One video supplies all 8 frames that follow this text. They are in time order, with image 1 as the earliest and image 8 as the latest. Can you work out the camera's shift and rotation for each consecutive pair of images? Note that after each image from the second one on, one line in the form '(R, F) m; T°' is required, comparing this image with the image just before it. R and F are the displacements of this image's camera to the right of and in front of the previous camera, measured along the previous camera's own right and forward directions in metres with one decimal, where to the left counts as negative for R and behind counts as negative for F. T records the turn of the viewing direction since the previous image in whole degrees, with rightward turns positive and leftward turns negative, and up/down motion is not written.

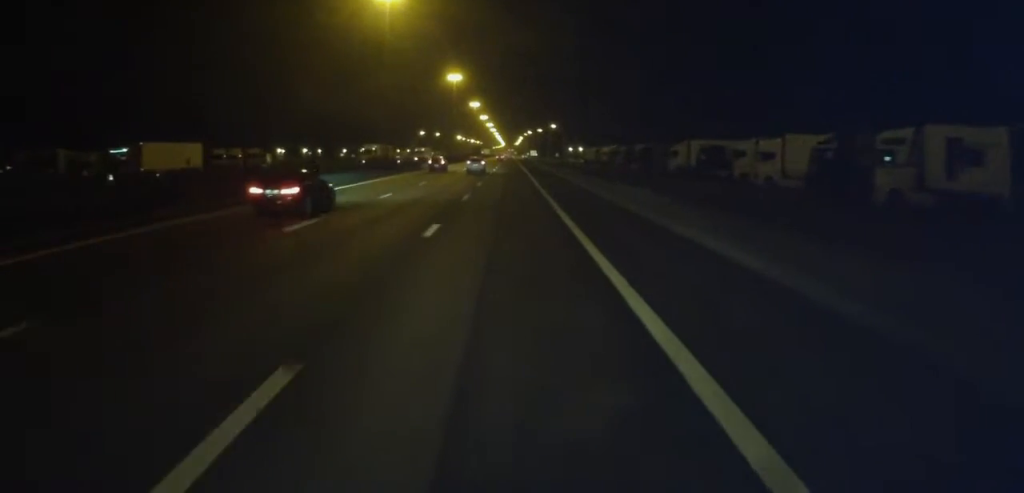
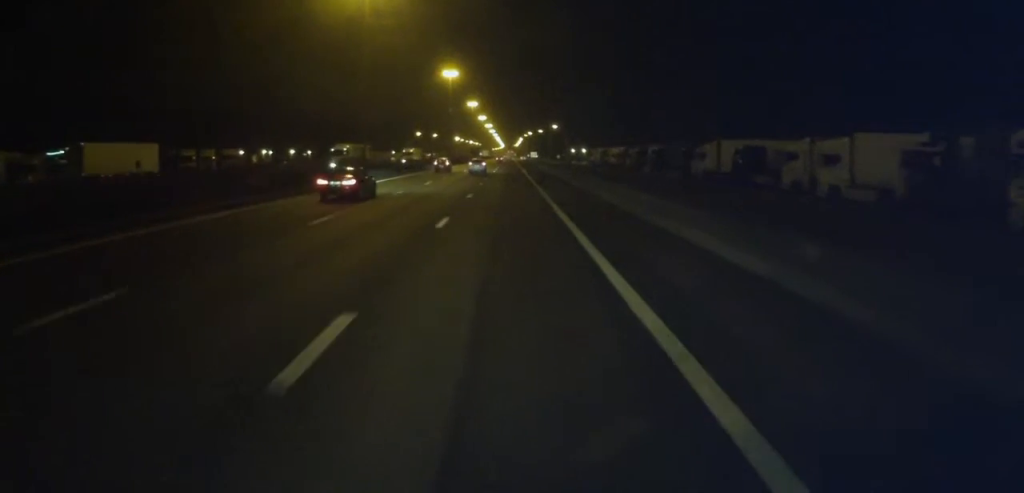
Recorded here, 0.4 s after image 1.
(+0.2, +10.2) m; 0°
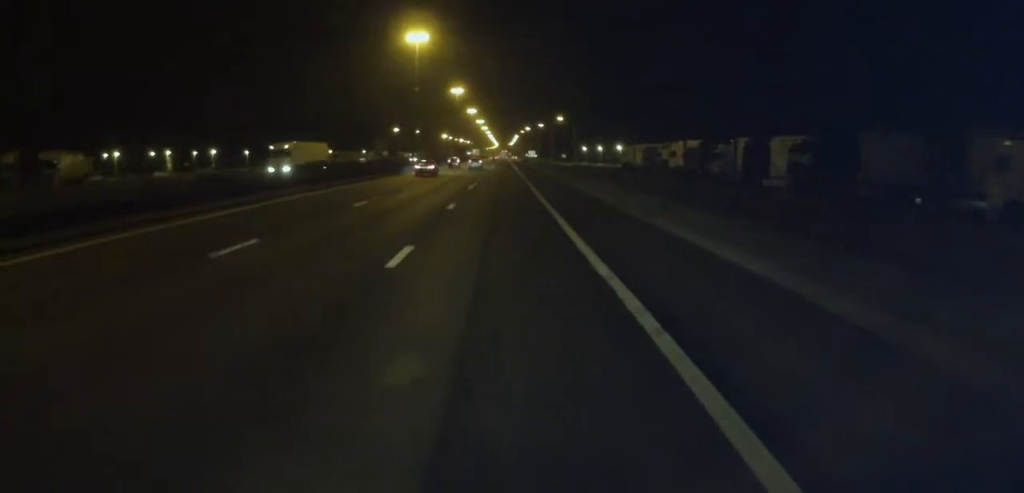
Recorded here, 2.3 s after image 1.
(-0.1, +44.6) m; 0°
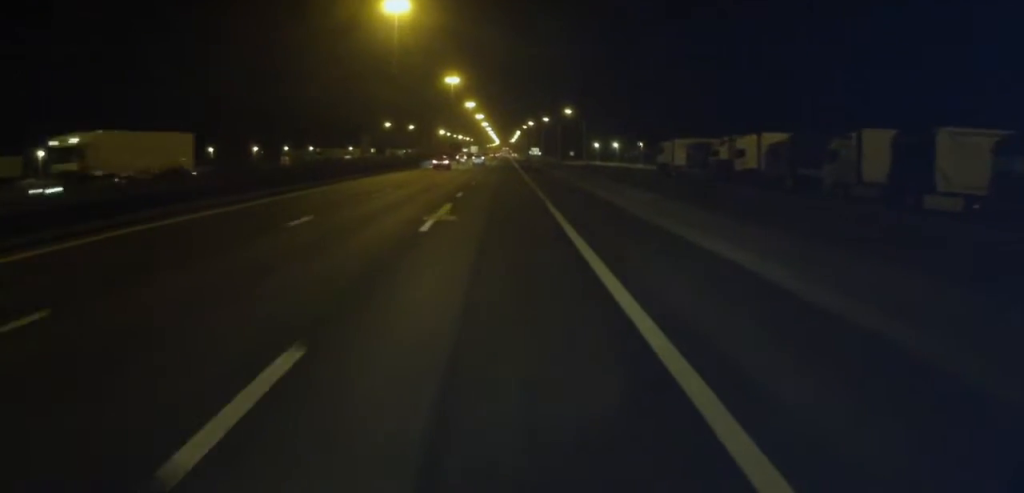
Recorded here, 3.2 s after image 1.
(+0.1, +20.4) m; 0°
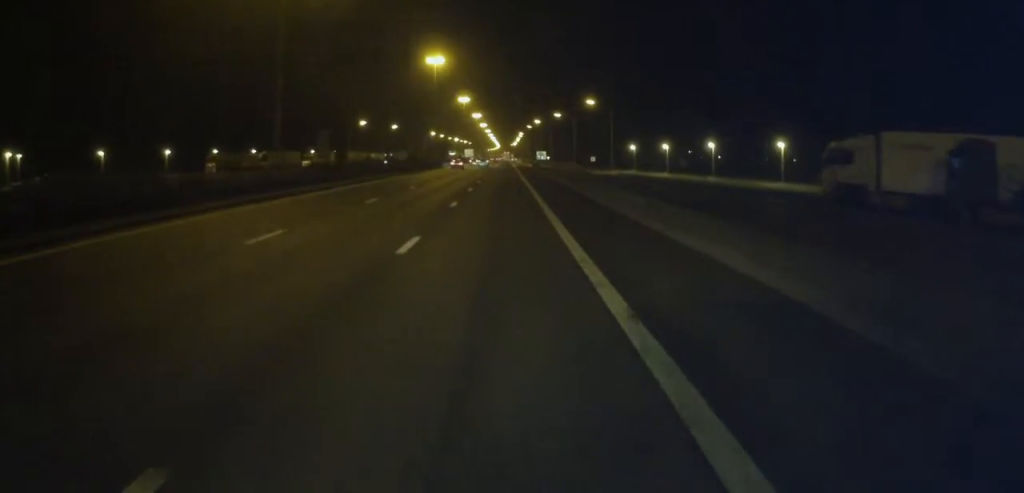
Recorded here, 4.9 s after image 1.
(+0.2, +40.8) m; +1°
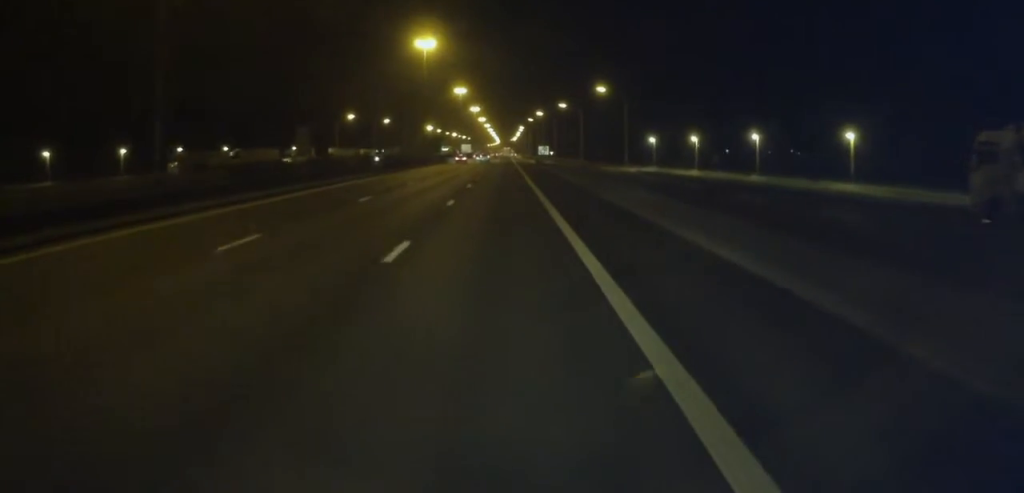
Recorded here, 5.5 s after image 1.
(0.0, +14.1) m; -1°
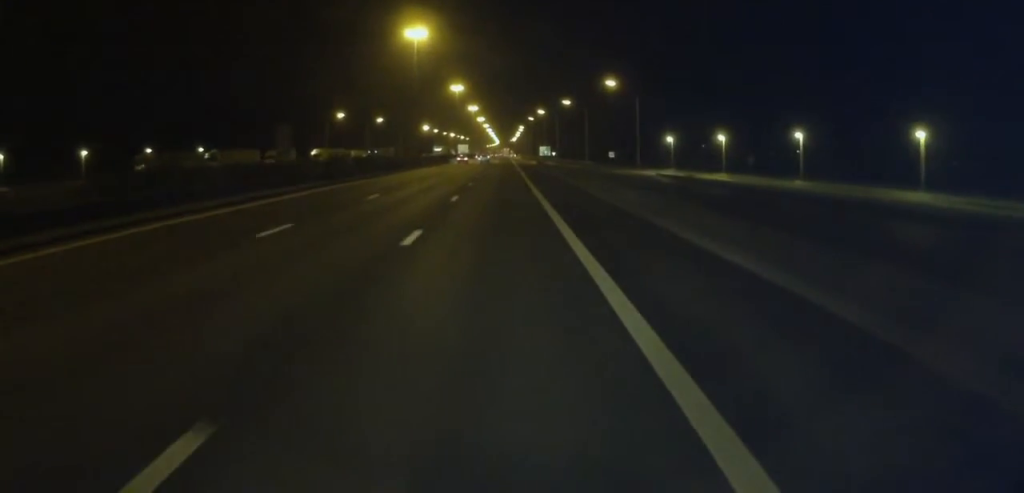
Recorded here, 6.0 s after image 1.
(0.0, +10.2) m; -1°
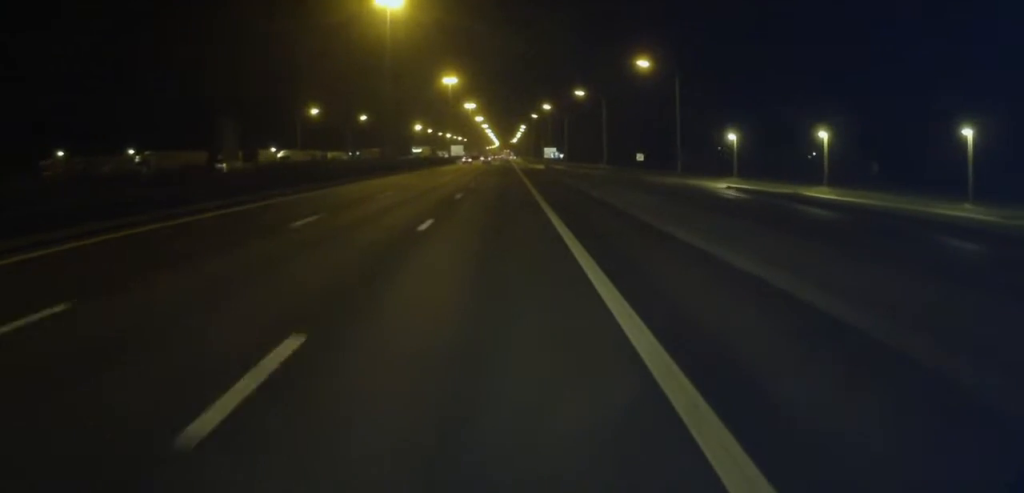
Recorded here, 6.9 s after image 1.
(-0.5, +22.7) m; -1°
